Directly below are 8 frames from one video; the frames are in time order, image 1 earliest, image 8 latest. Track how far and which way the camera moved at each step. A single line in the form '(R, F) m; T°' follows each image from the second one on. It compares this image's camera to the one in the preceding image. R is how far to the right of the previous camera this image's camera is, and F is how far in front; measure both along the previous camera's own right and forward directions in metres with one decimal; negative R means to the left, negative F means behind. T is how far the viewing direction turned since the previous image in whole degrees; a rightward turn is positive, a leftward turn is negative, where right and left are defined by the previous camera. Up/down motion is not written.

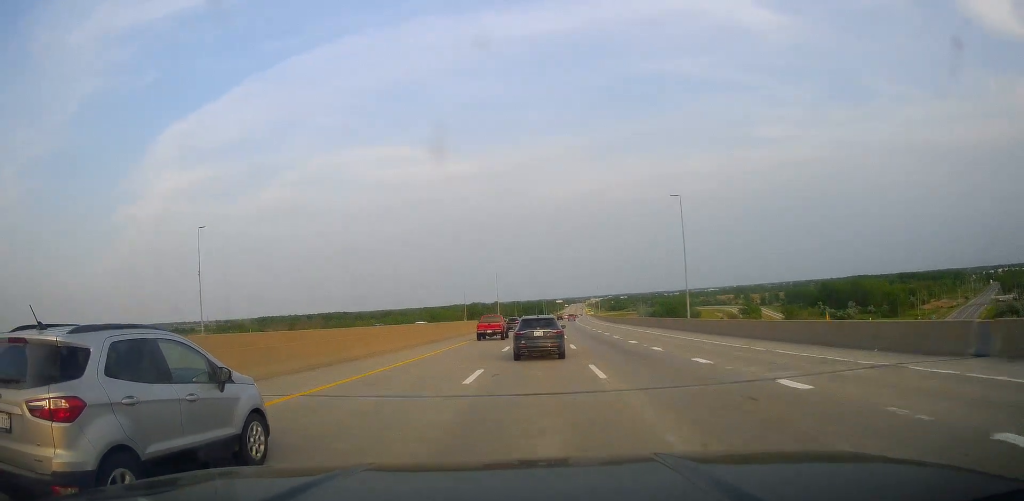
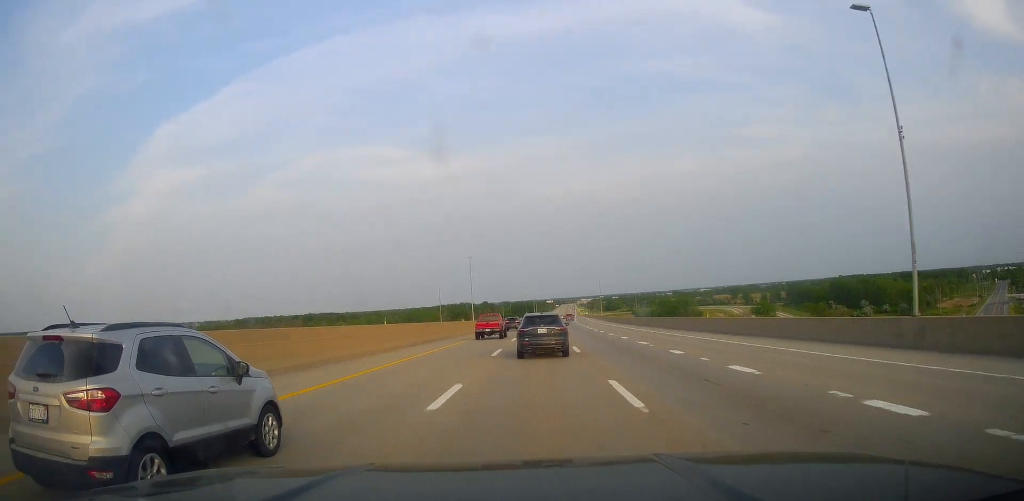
(+0.5, +34.8) m; +1°
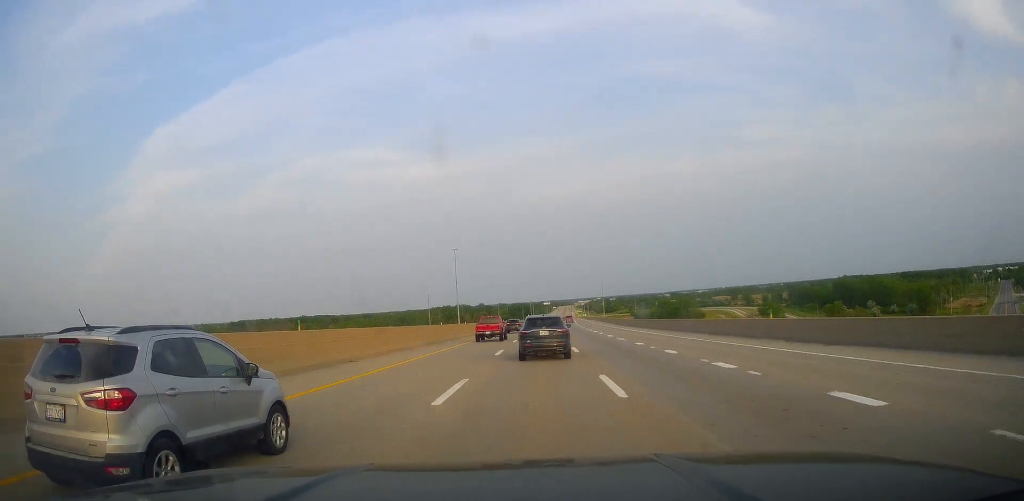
(+0.4, +13.9) m; 0°
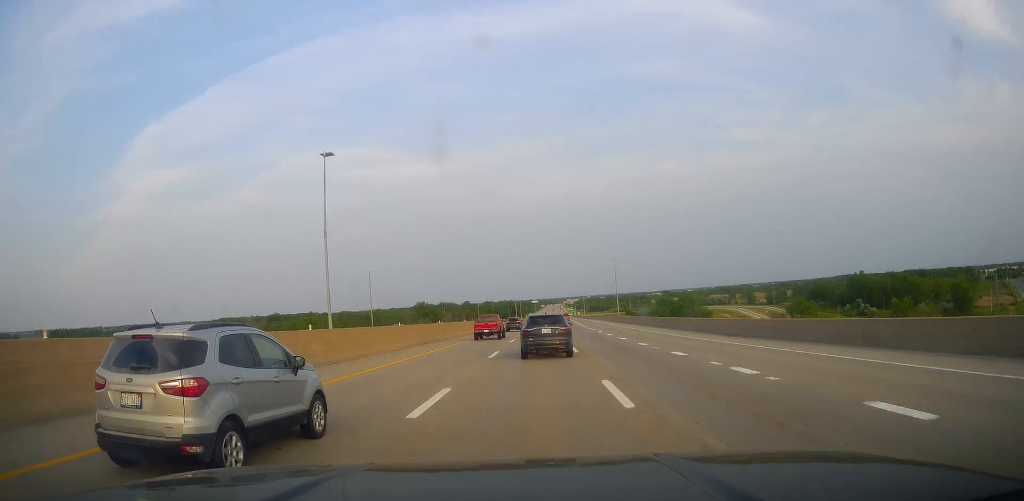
(-0.7, +47.1) m; 0°
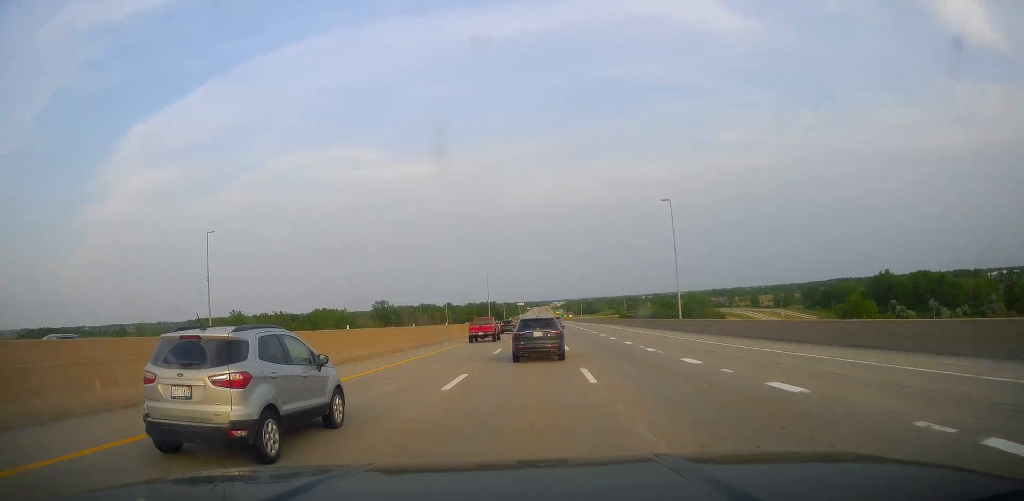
(+1.6, +56.3) m; +3°
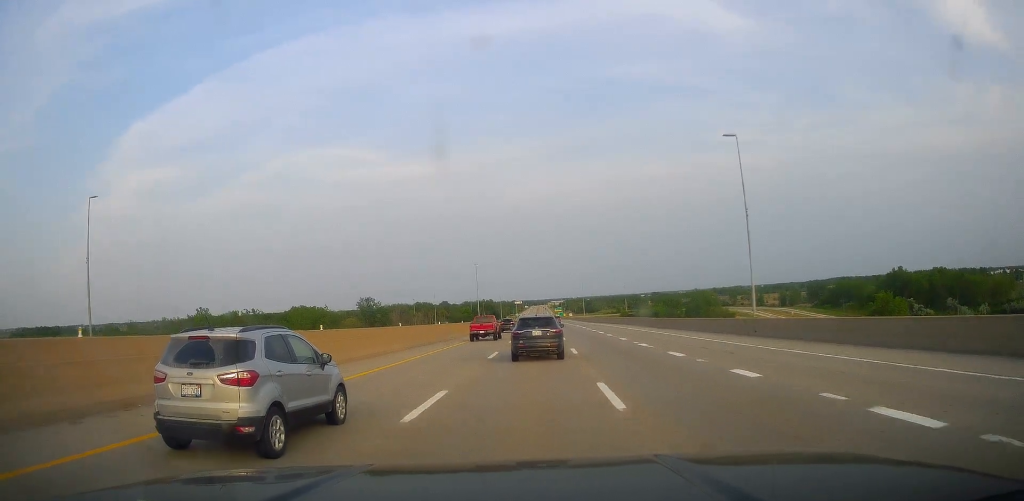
(+0.1, +19.6) m; 0°
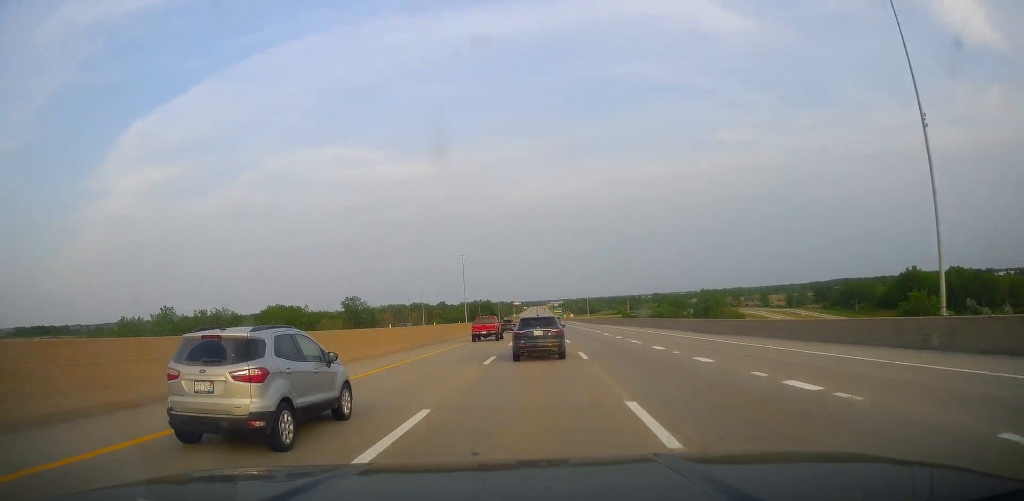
(+0.1, +18.4) m; 0°
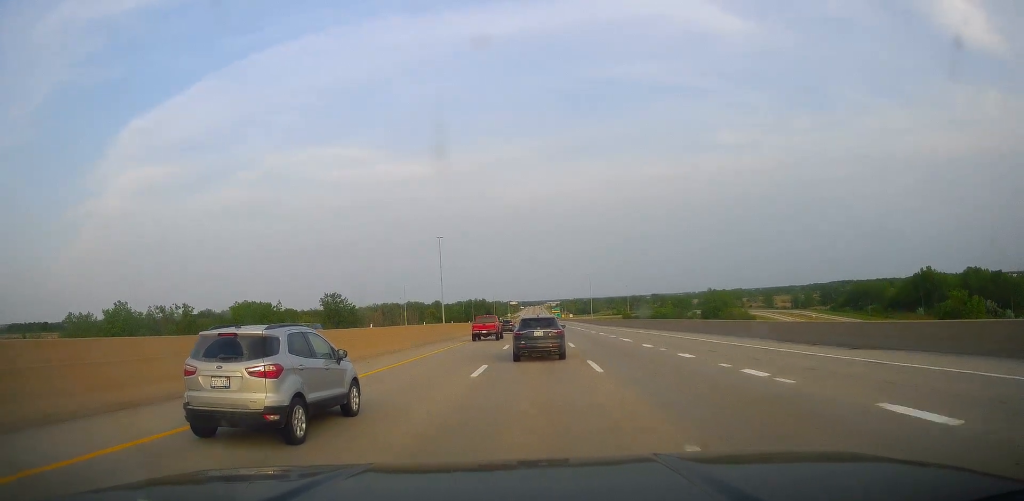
(0.0, +19.5) m; 0°
